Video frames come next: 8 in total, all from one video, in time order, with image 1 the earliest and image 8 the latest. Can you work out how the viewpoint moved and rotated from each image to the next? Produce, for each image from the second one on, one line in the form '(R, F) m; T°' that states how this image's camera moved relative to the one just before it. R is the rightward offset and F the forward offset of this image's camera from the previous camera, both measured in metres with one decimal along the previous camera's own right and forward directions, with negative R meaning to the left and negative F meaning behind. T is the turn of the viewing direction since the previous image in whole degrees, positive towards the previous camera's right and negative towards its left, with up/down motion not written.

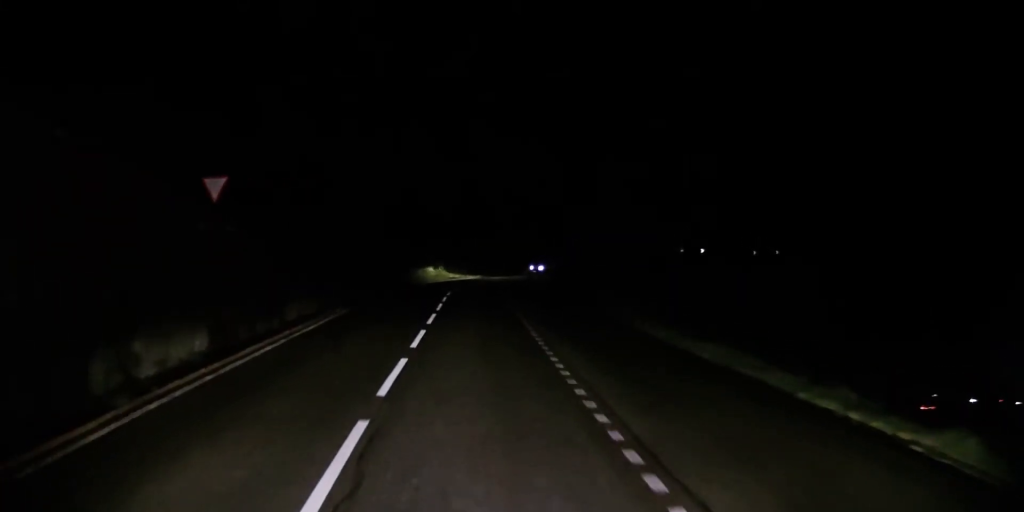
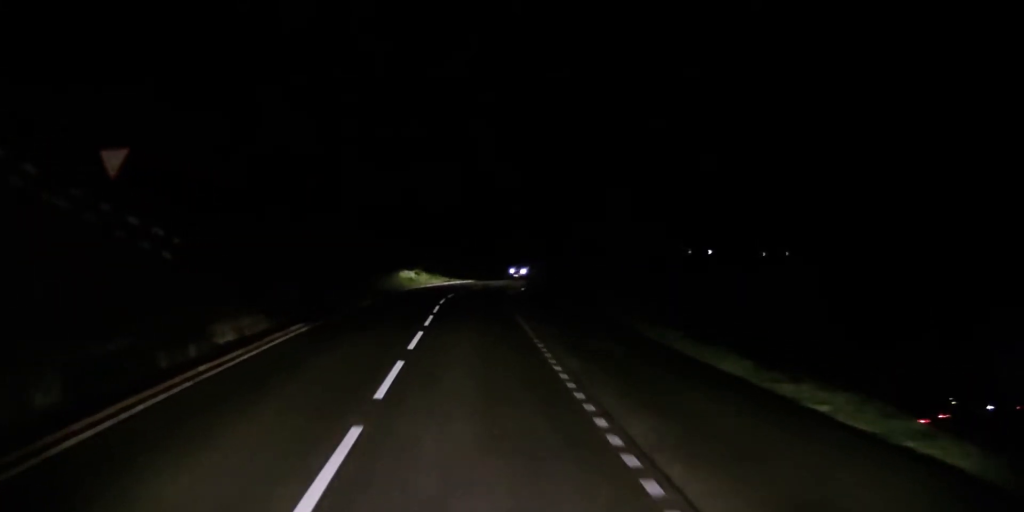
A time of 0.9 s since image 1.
(-0.7, +5.5) m; 0°
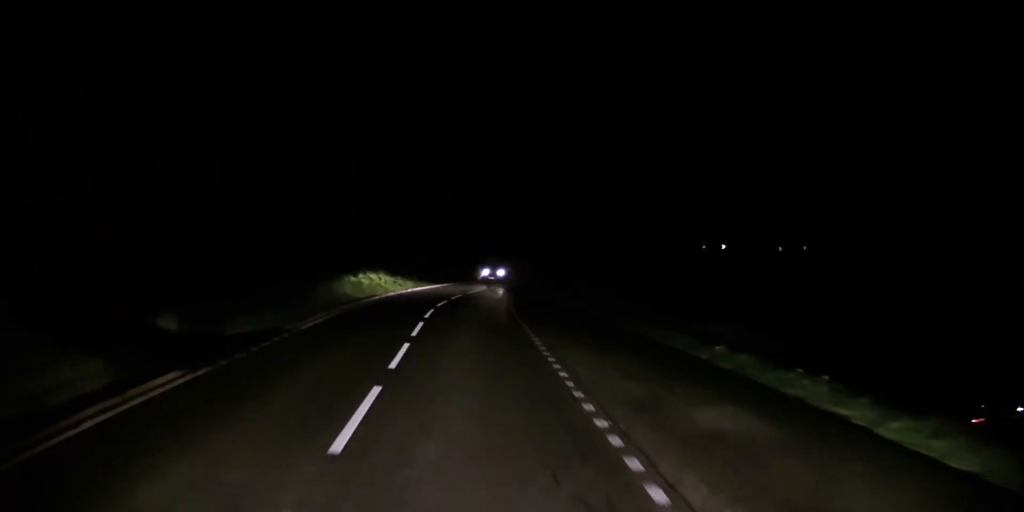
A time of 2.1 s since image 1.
(+0.5, +7.9) m; -3°
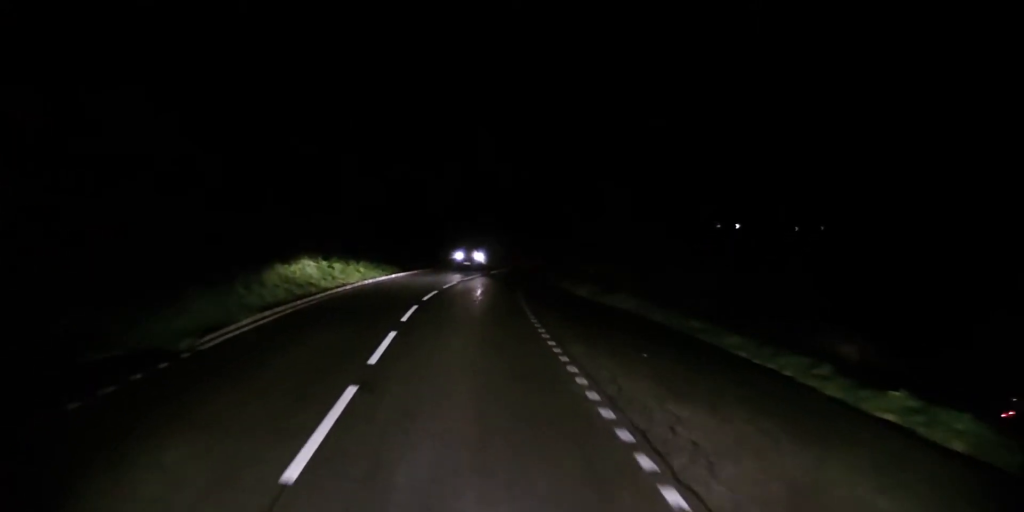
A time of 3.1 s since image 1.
(-0.9, +7.4) m; +3°
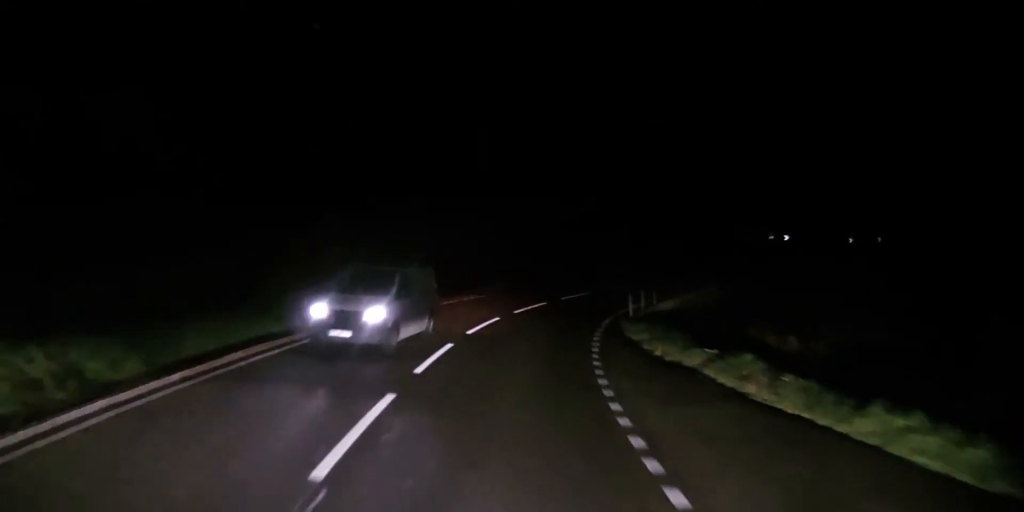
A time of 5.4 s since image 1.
(+1.8, +19.1) m; -2°
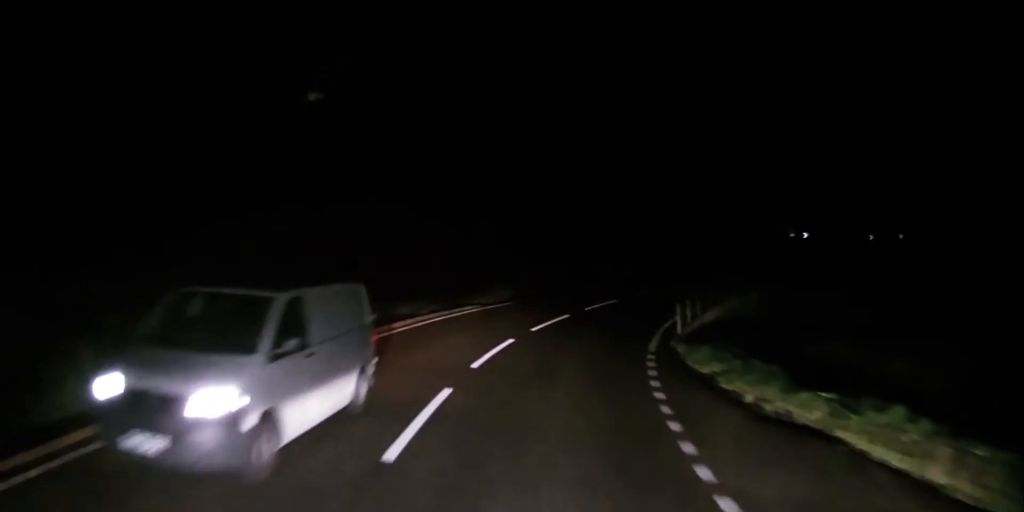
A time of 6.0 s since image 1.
(+0.3, +5.2) m; -6°
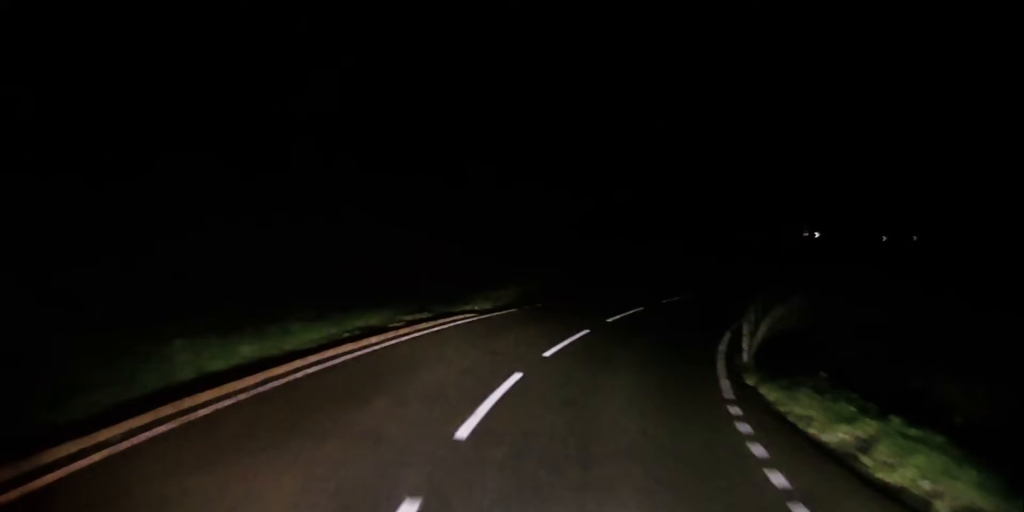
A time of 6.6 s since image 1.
(-0.8, +5.7) m; +7°
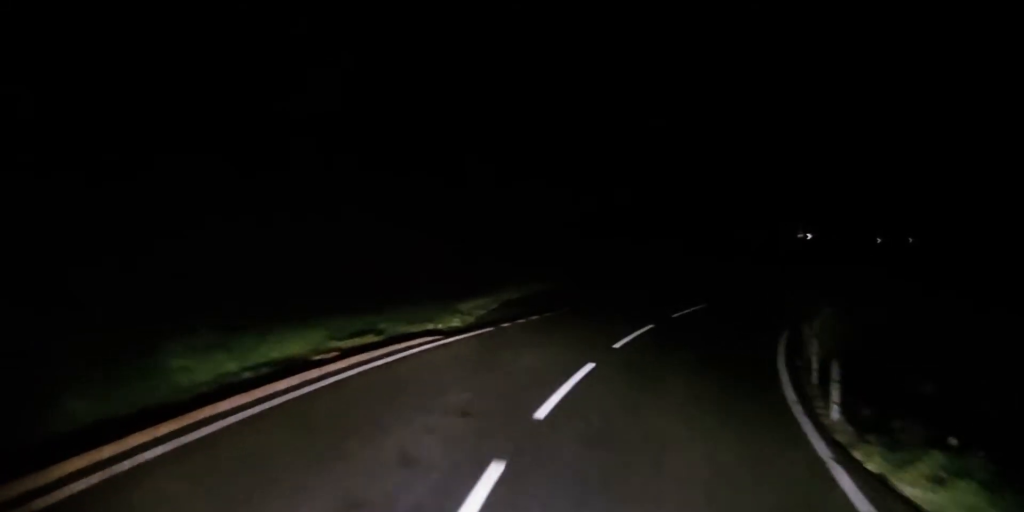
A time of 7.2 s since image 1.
(-0.2, +4.9) m; +6°
